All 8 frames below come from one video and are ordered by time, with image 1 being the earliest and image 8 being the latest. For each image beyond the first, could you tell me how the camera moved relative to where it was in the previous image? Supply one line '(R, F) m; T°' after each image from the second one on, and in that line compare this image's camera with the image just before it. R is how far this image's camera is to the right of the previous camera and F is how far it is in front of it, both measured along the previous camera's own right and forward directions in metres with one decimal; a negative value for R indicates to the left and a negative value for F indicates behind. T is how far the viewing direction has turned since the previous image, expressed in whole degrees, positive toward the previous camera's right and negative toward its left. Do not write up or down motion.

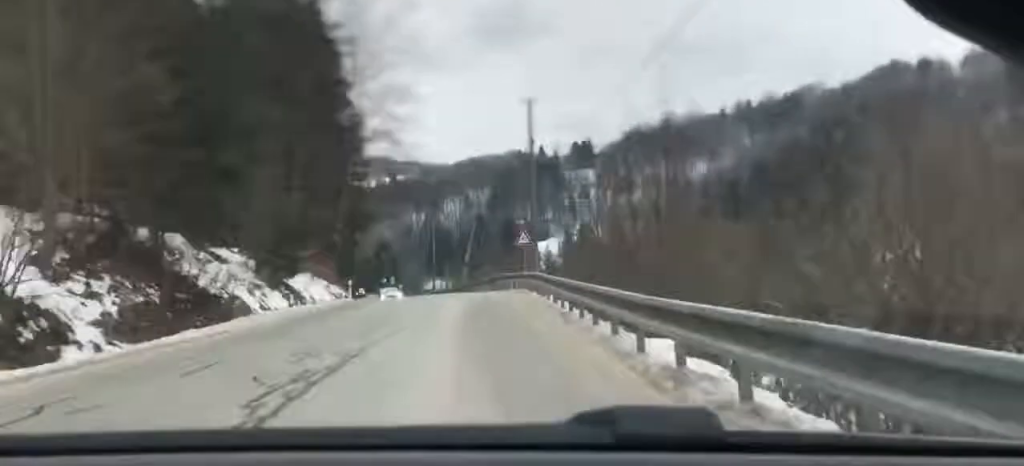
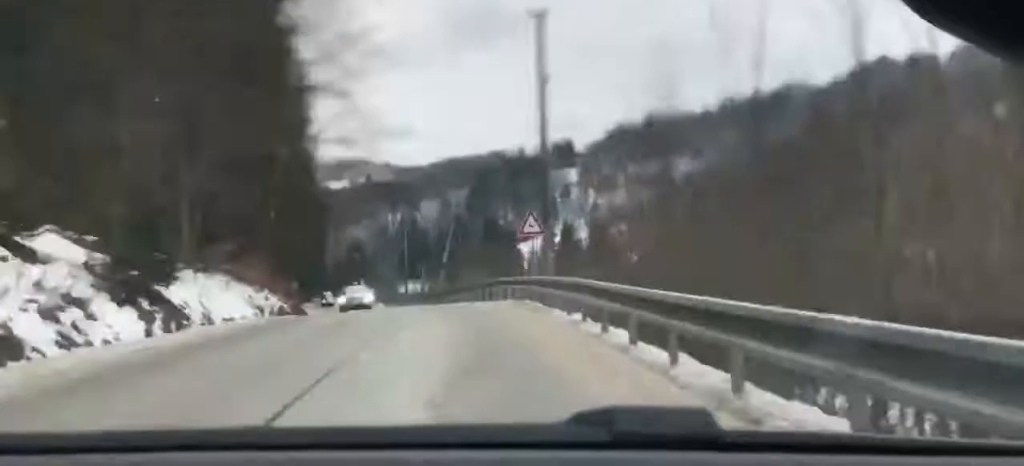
(+0.1, +13.1) m; +1°
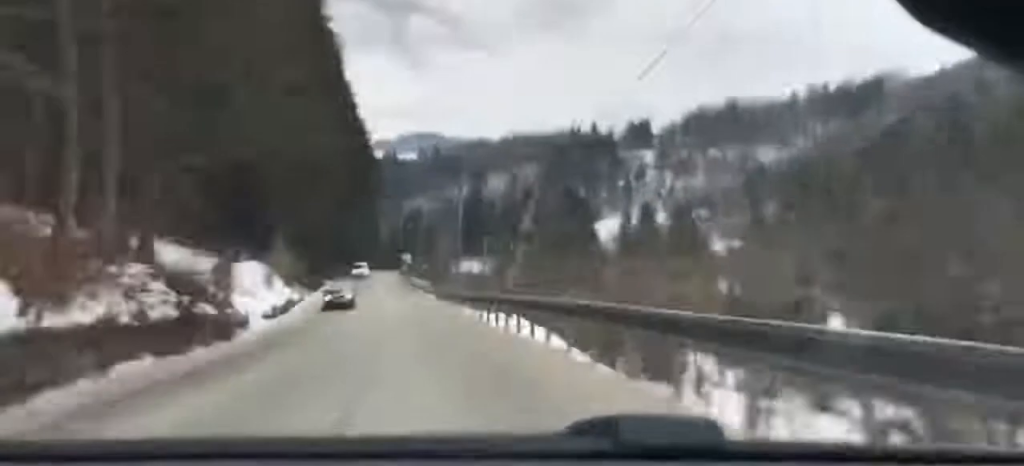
(+1.4, +35.1) m; +9°
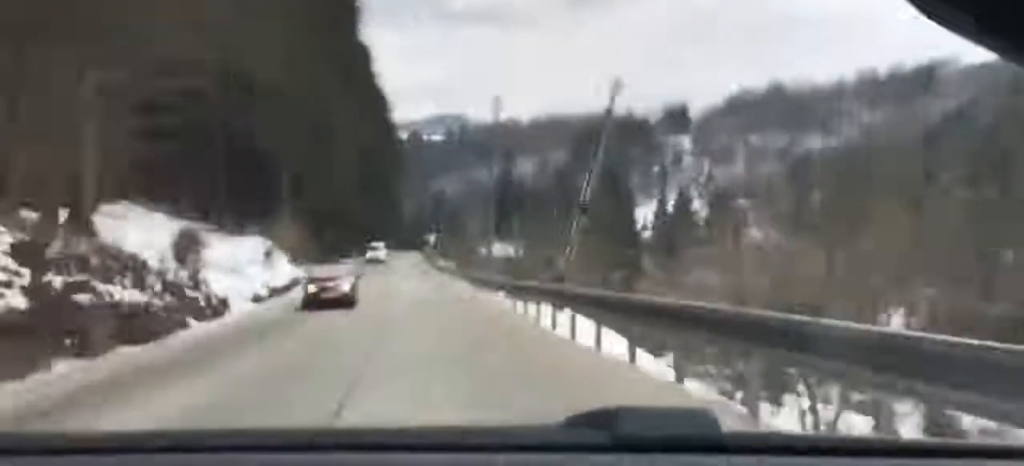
(+0.3, +11.1) m; +1°
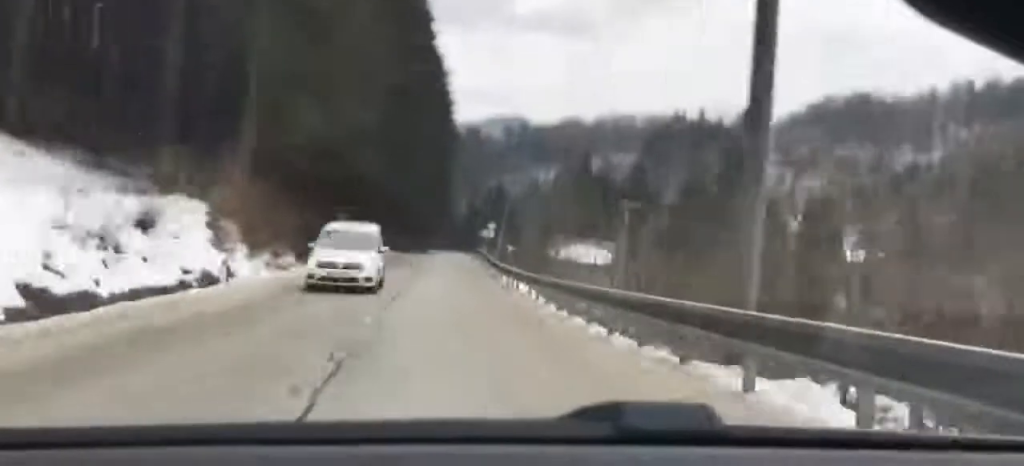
(+0.3, +29.6) m; +1°
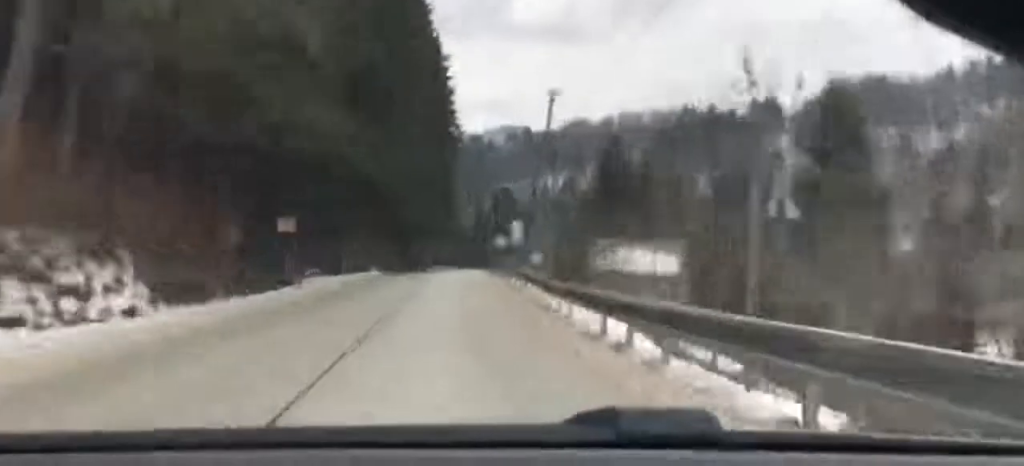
(+0.1, +15.7) m; +1°
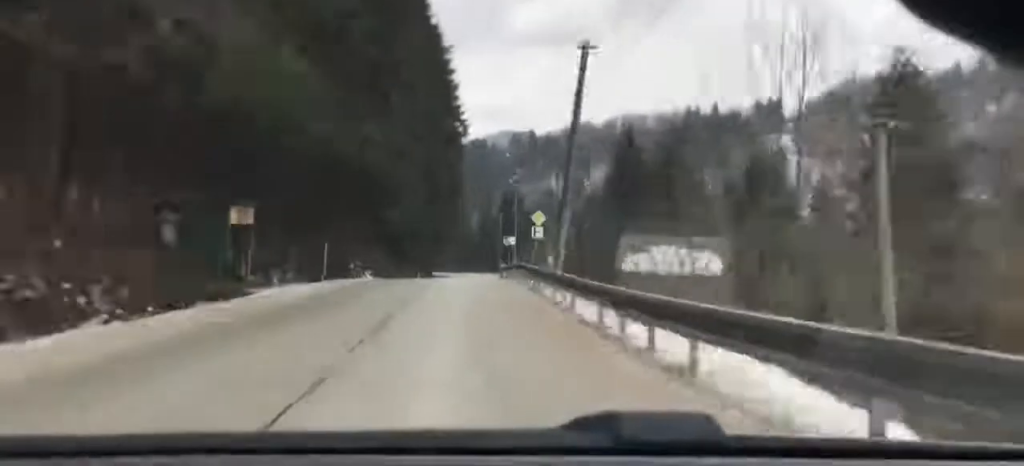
(0.0, +6.3) m; 0°
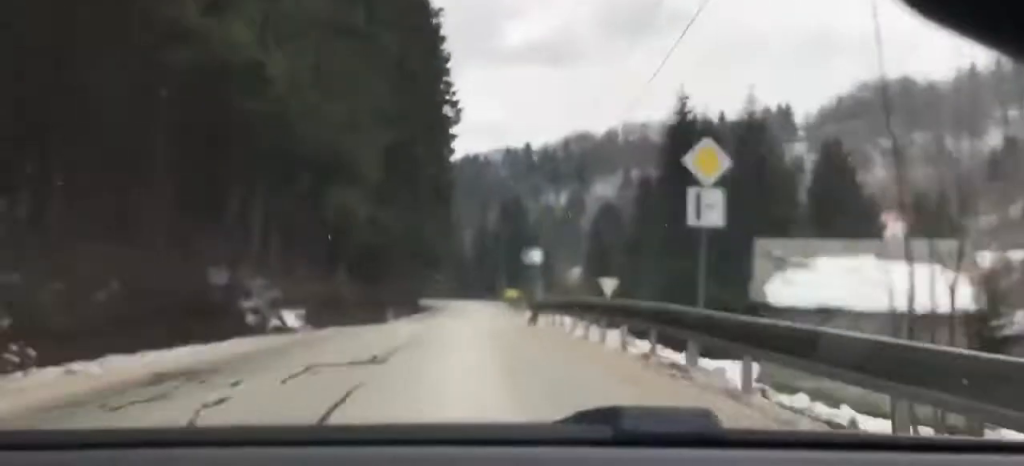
(0.0, +16.9) m; -3°
